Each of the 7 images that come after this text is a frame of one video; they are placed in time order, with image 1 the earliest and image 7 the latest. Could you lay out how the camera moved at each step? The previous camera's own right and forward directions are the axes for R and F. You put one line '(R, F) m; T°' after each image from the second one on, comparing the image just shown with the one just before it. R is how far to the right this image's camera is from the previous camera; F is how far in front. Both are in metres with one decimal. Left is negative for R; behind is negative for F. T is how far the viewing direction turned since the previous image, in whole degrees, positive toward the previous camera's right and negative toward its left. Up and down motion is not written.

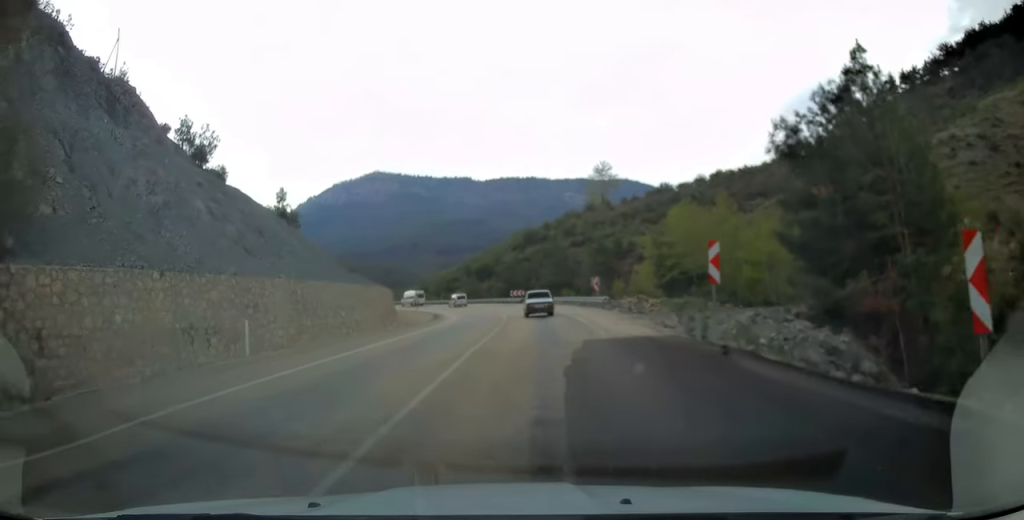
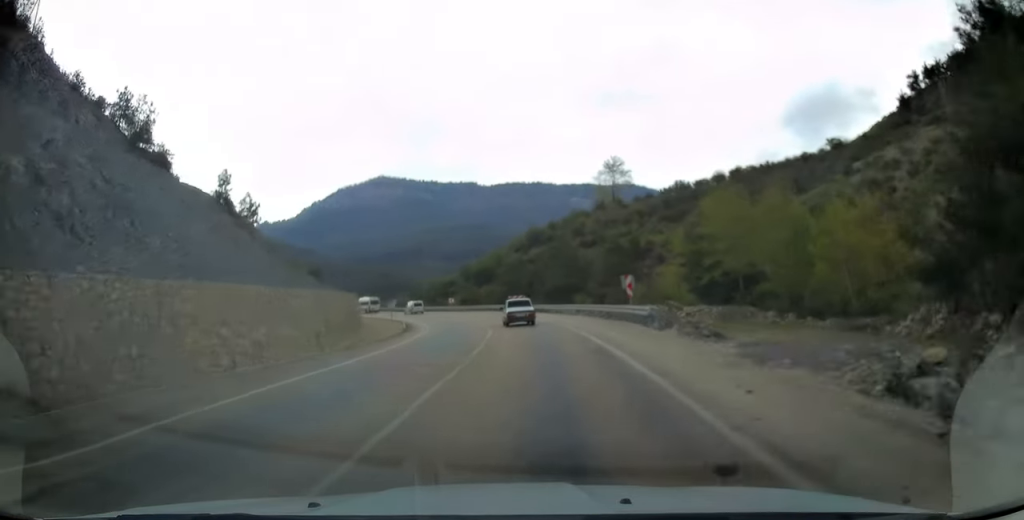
(+0.3, +14.5) m; -1°
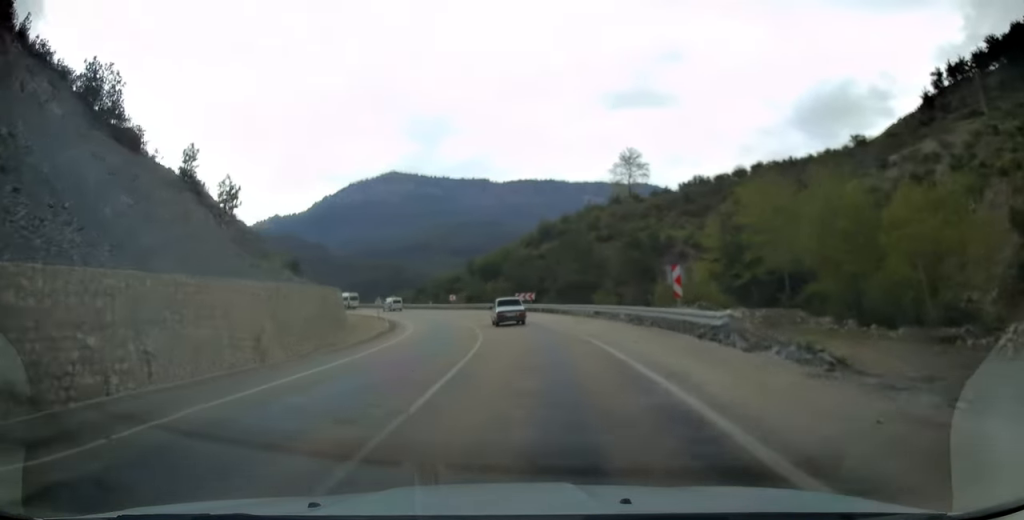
(-0.3, +8.1) m; -2°
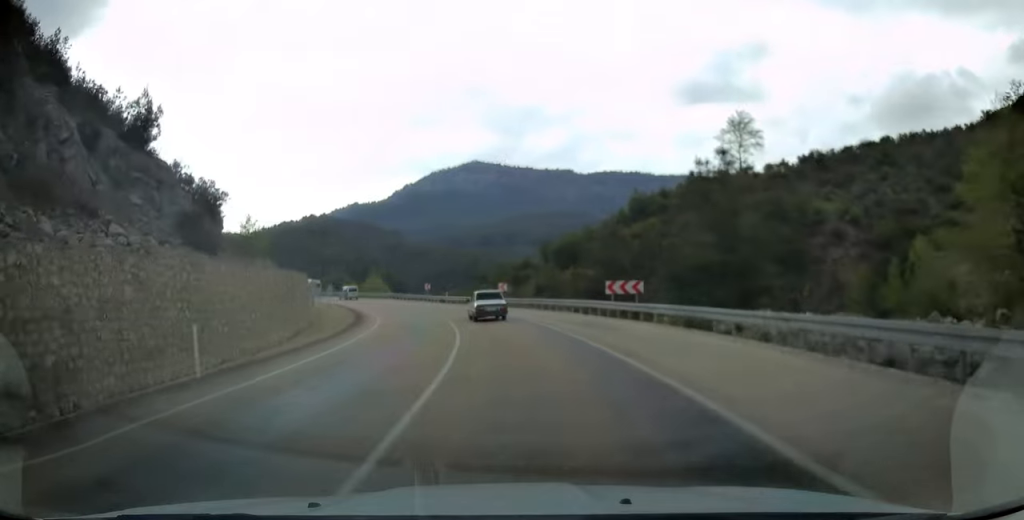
(-1.5, +28.5) m; -8°
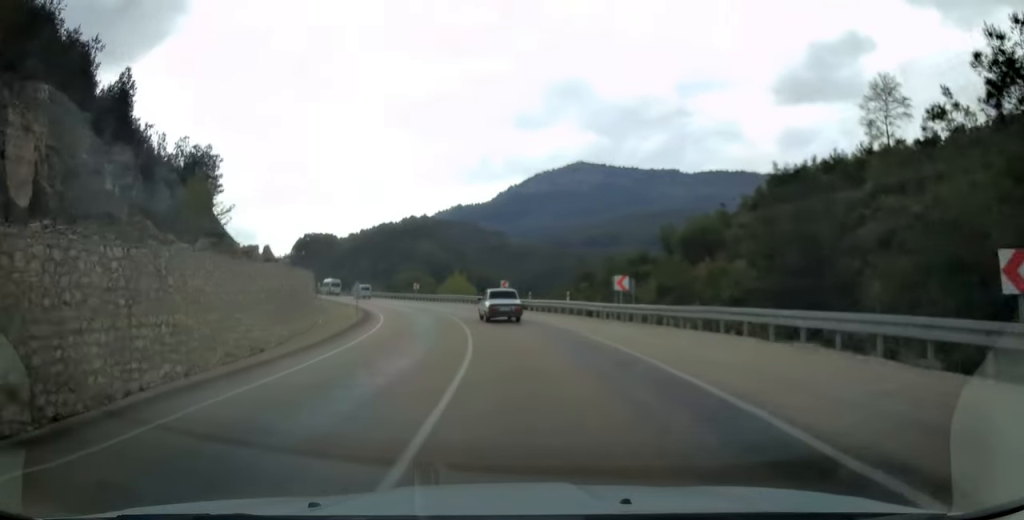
(-1.9, +22.0) m; -9°
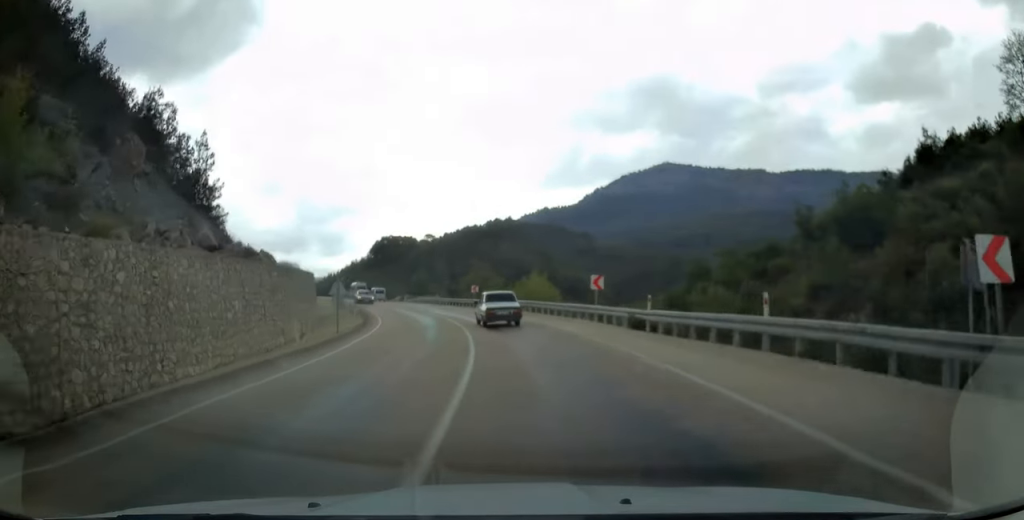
(-1.3, +19.3) m; -9°
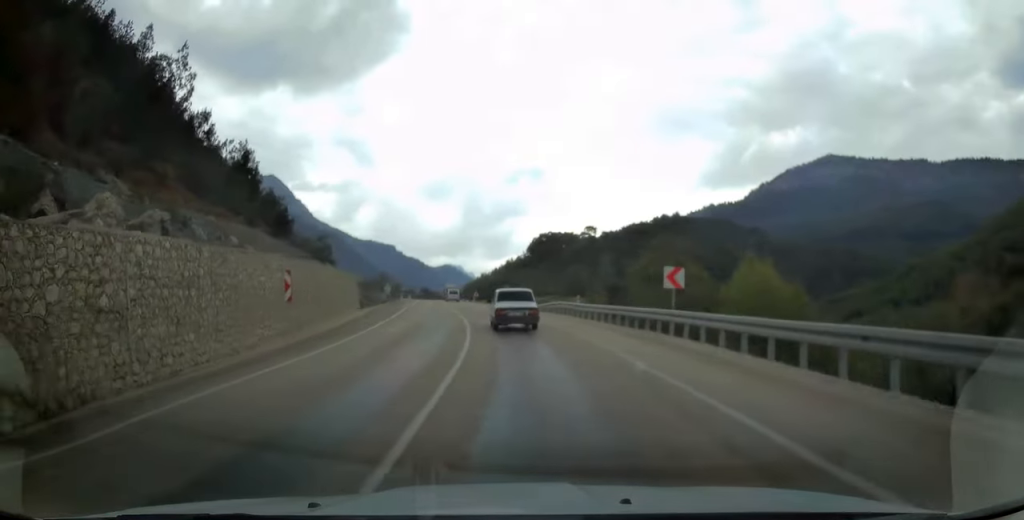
(-5.0, +36.7) m; -15°
